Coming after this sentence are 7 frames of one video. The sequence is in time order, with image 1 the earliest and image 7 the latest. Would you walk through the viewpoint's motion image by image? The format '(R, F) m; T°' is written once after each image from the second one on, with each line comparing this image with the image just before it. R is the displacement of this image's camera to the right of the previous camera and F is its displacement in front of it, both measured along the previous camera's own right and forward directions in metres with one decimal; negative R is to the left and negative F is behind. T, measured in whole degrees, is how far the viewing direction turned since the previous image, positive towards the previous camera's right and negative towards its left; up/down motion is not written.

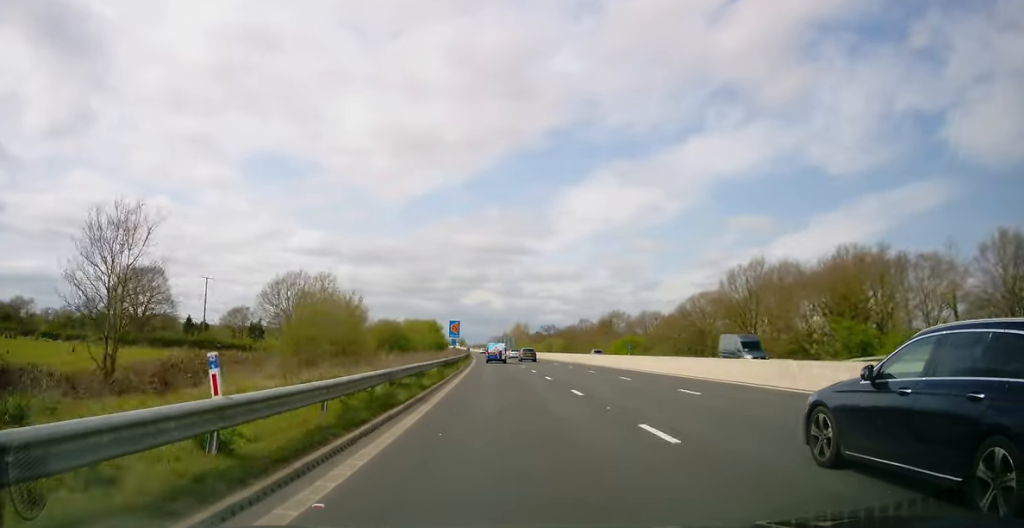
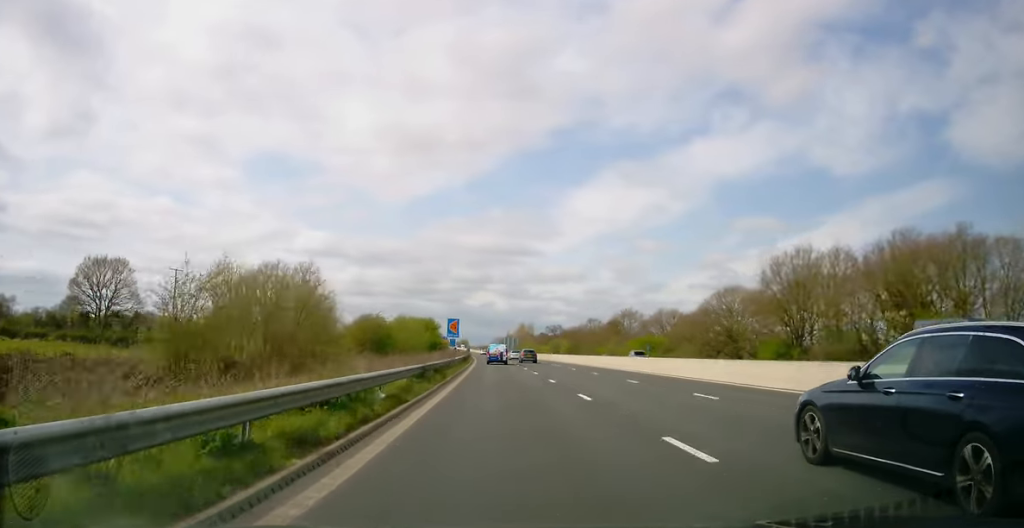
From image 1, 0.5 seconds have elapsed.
(+0.1, +11.2) m; -1°
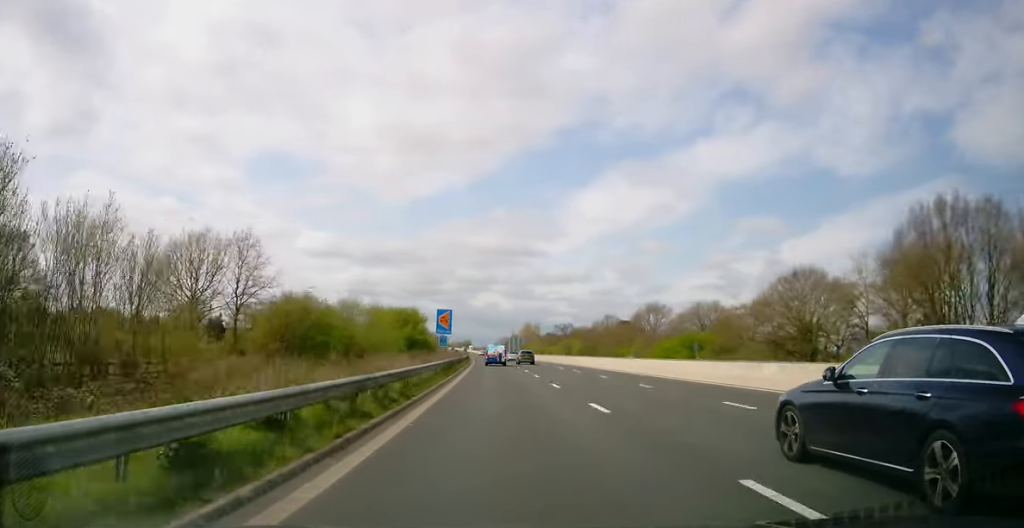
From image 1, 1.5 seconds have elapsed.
(-0.4, +22.5) m; 0°
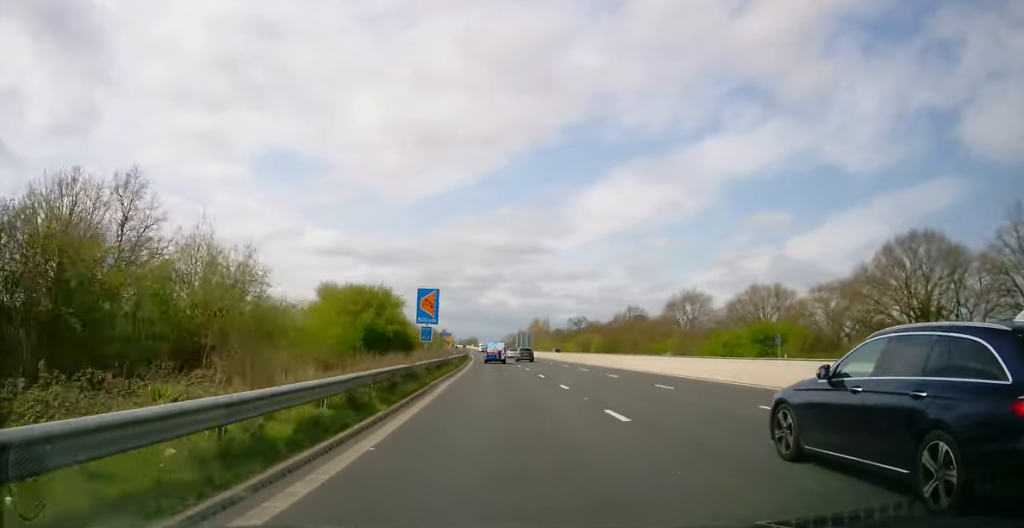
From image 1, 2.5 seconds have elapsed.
(+0.2, +21.8) m; 0°
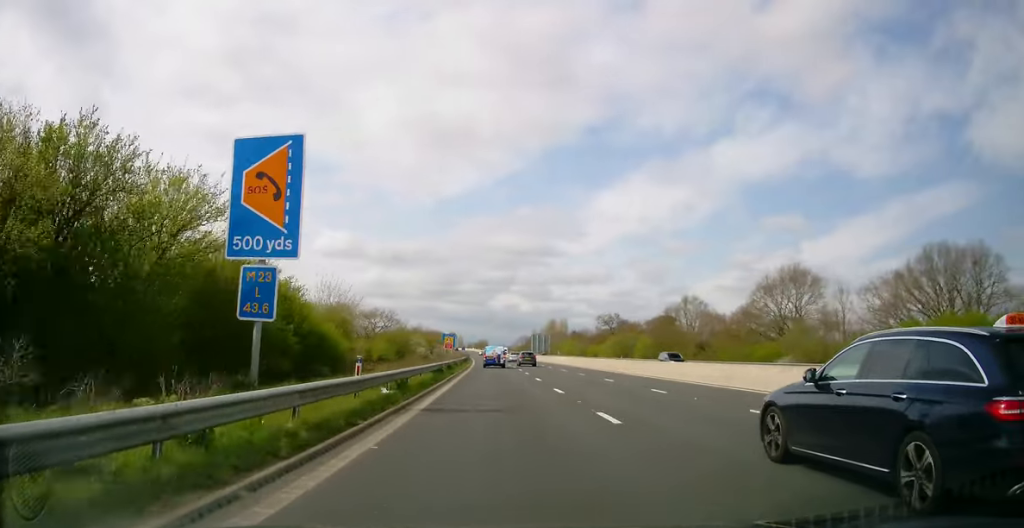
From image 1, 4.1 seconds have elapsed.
(-0.6, +37.5) m; -1°
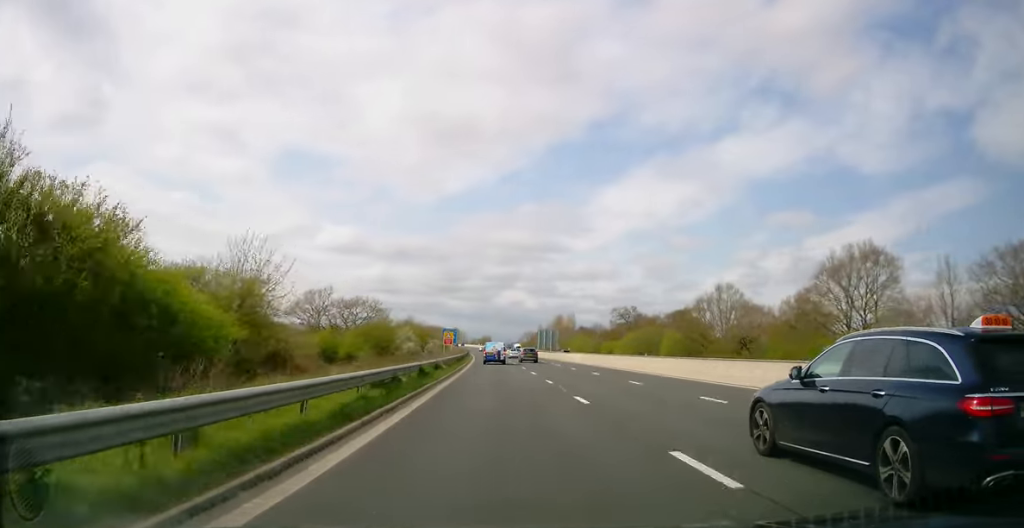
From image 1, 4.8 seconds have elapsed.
(0.0, +15.6) m; 0°
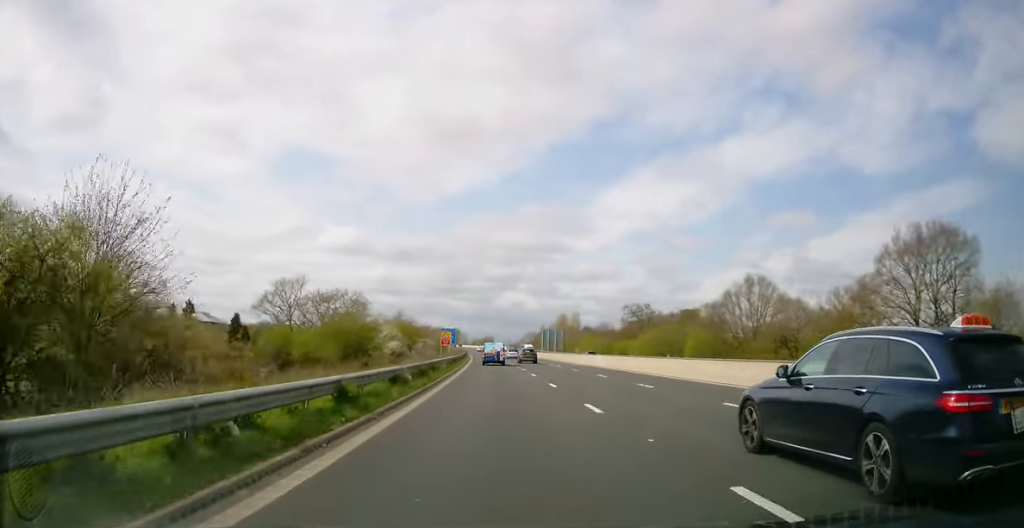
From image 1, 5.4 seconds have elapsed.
(0.0, +11.8) m; 0°
